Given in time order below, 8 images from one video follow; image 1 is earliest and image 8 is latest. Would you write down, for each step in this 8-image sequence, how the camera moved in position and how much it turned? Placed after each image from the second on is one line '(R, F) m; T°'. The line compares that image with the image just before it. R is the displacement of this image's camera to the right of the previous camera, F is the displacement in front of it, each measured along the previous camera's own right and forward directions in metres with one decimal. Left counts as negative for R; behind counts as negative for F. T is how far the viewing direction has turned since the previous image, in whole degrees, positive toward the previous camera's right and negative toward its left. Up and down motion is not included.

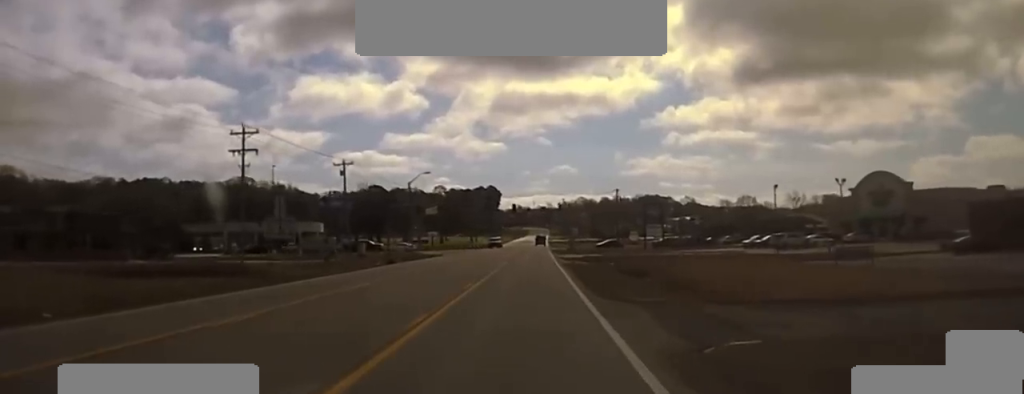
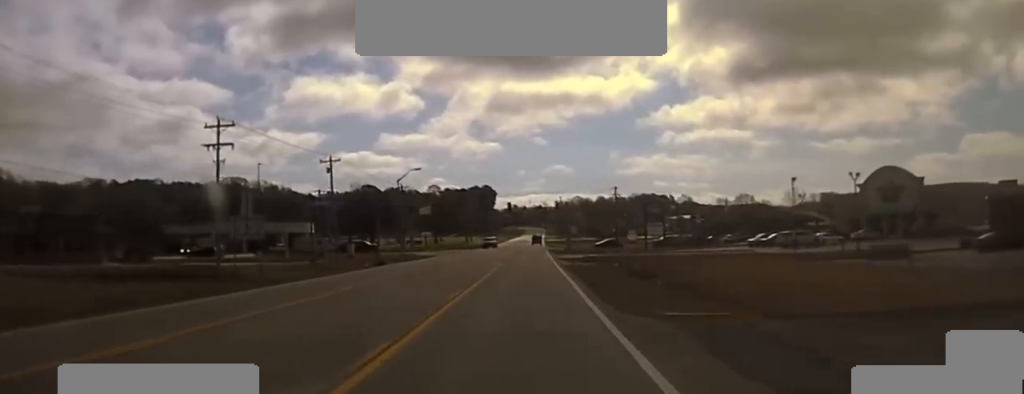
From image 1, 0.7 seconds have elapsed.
(0.0, +4.9) m; 0°
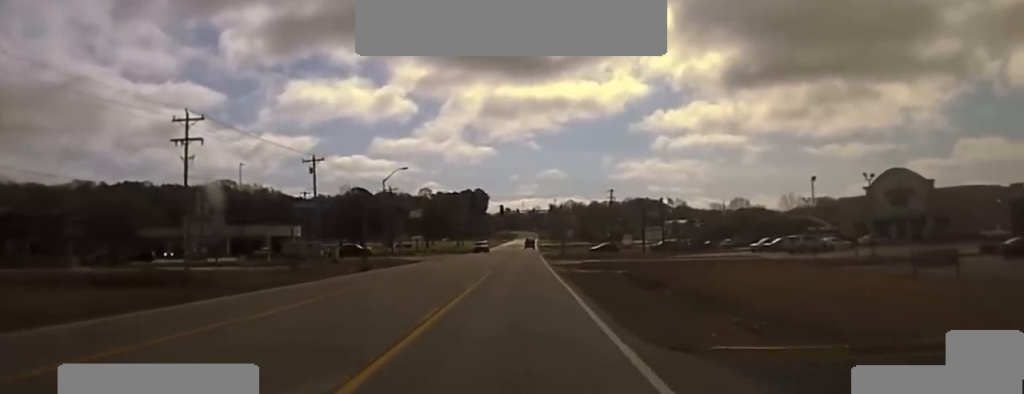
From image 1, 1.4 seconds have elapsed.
(0.0, +5.0) m; 0°
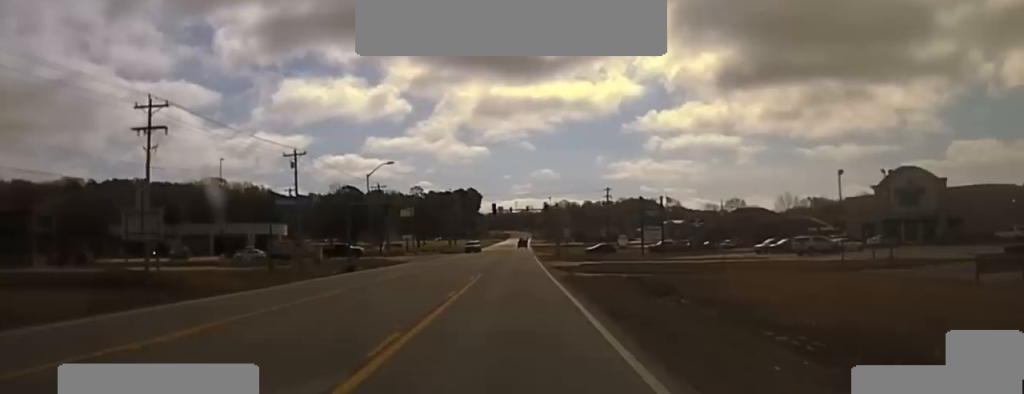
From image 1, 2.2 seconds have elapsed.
(0.0, +5.1) m; 0°
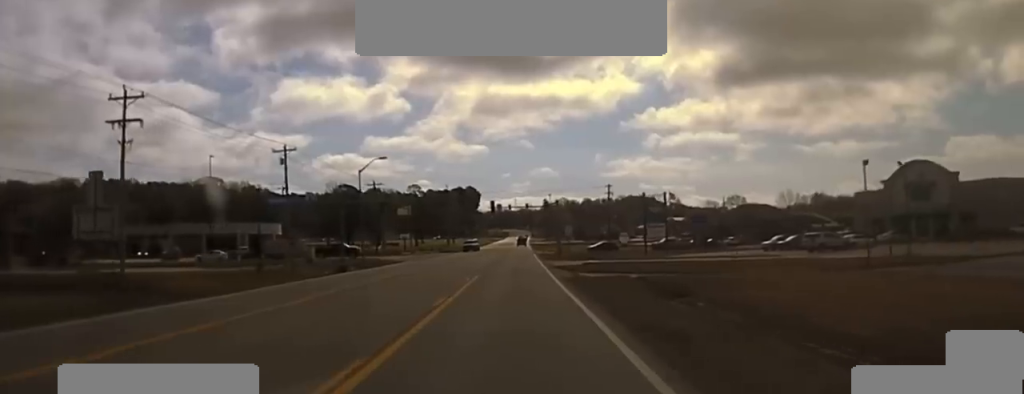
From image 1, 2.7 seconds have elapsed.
(0.0, +3.3) m; 0°
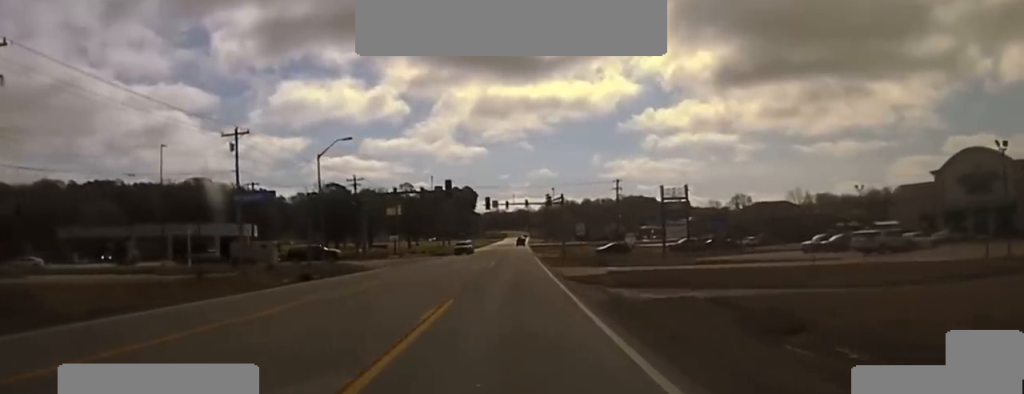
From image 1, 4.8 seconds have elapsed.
(-0.1, +15.8) m; 0°
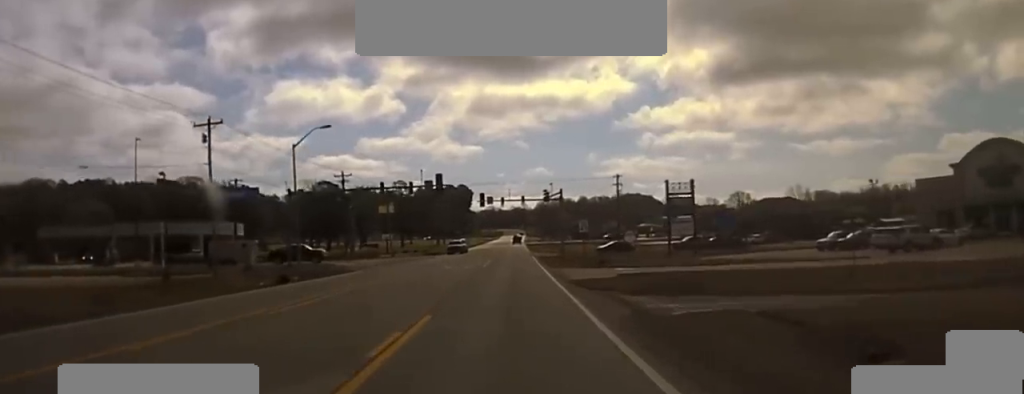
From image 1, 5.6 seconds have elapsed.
(0.0, +5.9) m; +2°
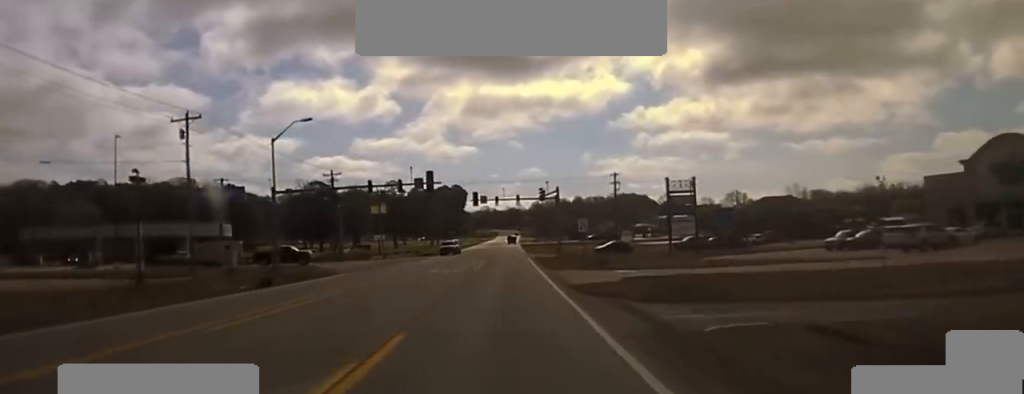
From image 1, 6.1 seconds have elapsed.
(-0.1, +3.6) m; +2°
